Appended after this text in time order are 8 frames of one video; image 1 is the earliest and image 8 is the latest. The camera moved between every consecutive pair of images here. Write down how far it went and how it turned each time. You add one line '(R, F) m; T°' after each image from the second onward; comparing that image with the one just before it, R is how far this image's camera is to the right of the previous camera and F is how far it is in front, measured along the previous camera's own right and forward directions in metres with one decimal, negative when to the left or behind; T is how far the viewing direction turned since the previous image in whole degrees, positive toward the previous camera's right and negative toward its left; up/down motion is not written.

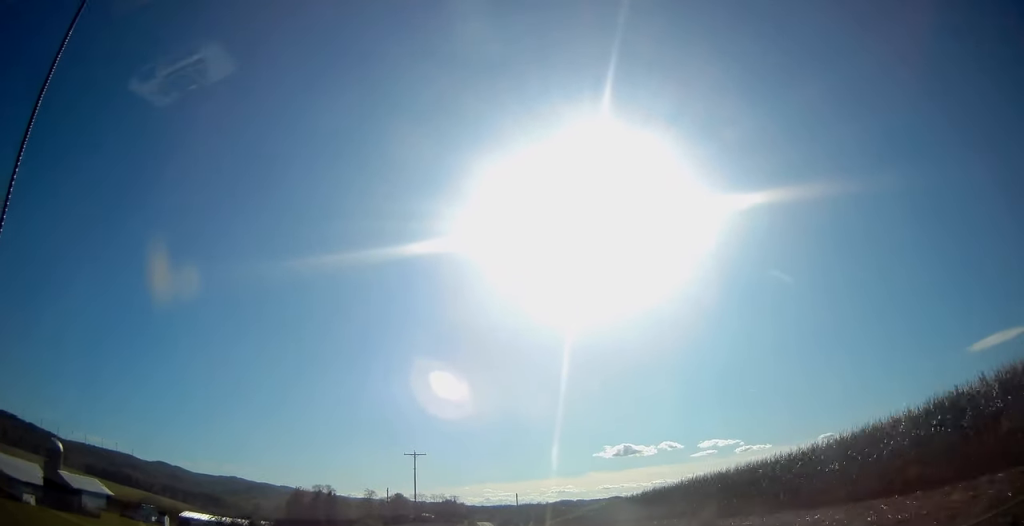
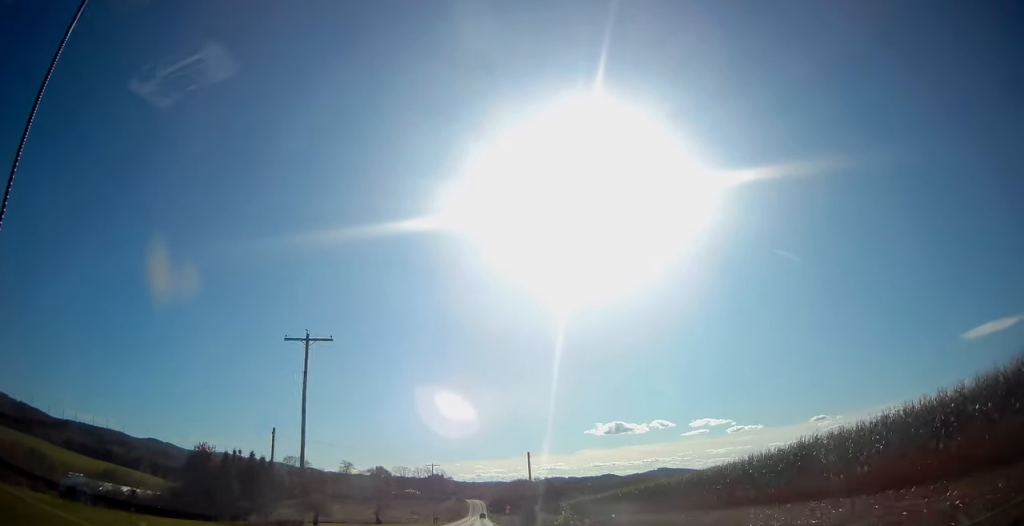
(+0.6, +37.7) m; +1°
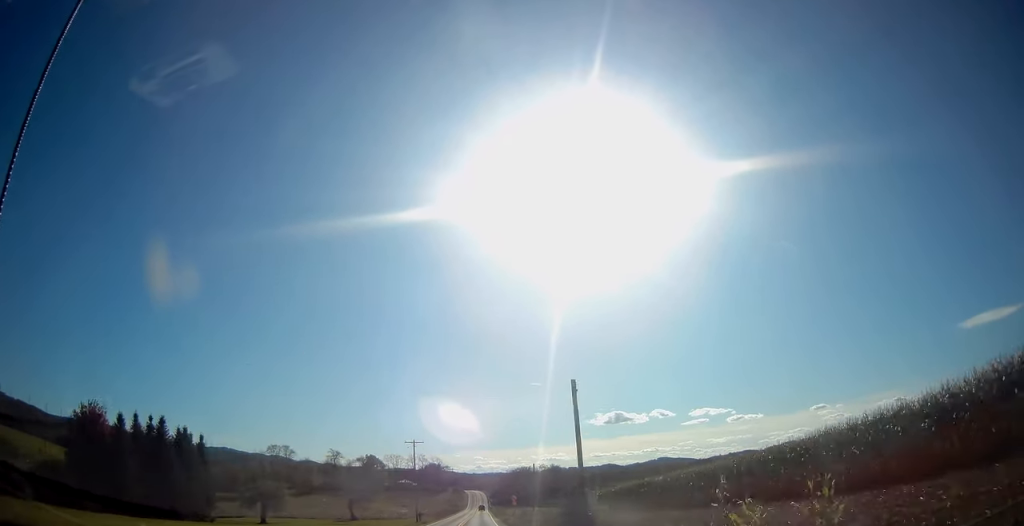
(+0.2, +25.1) m; +1°
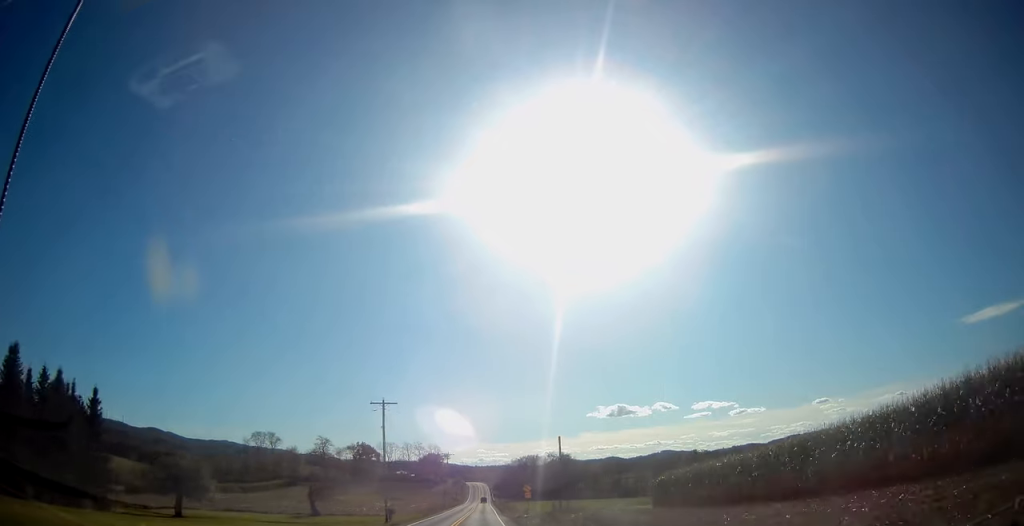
(+0.2, +23.7) m; 0°
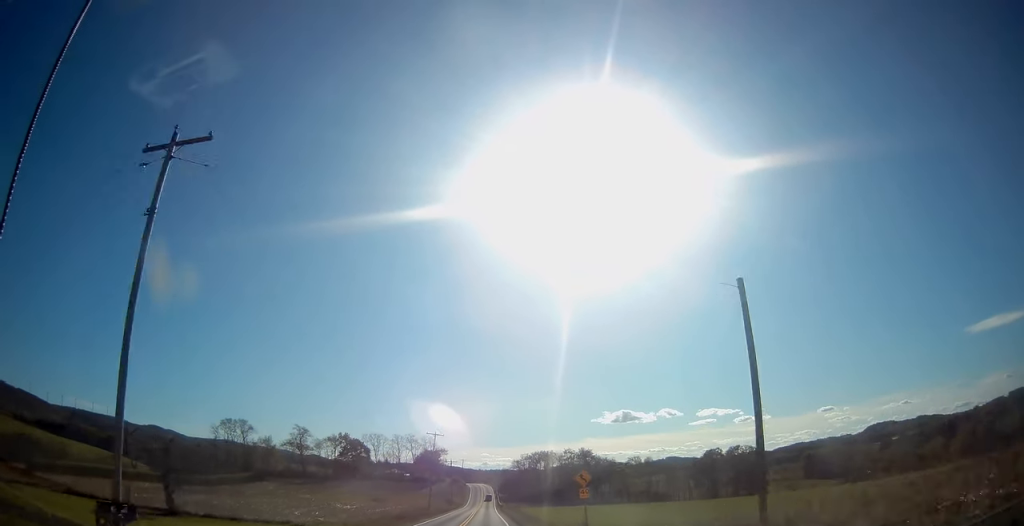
(-0.5, +37.3) m; -1°
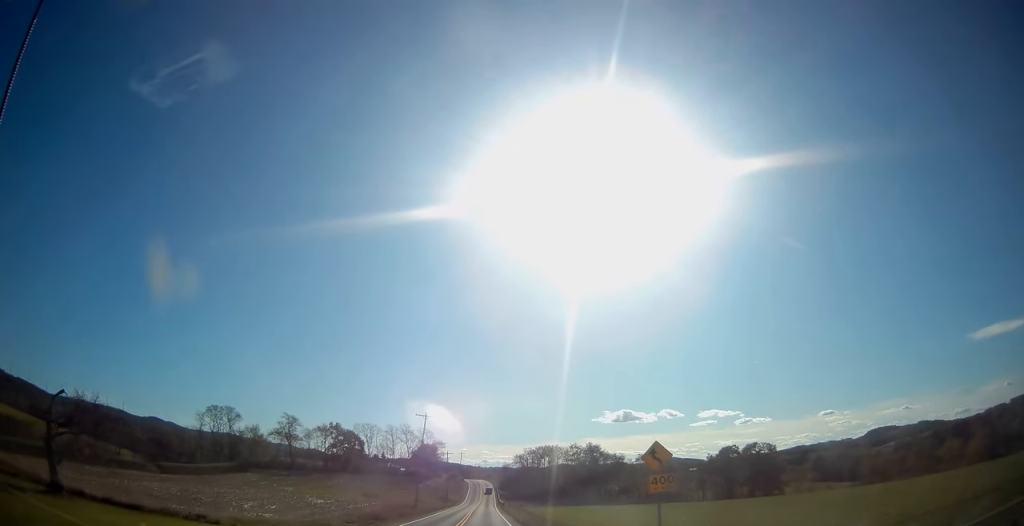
(0.0, +13.4) m; 0°
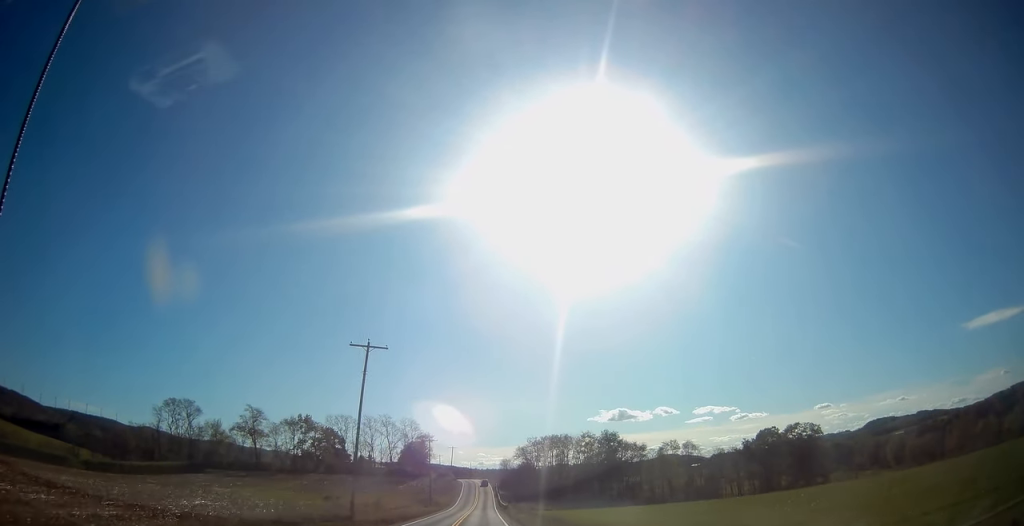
(0.0, +29.5) m; 0°
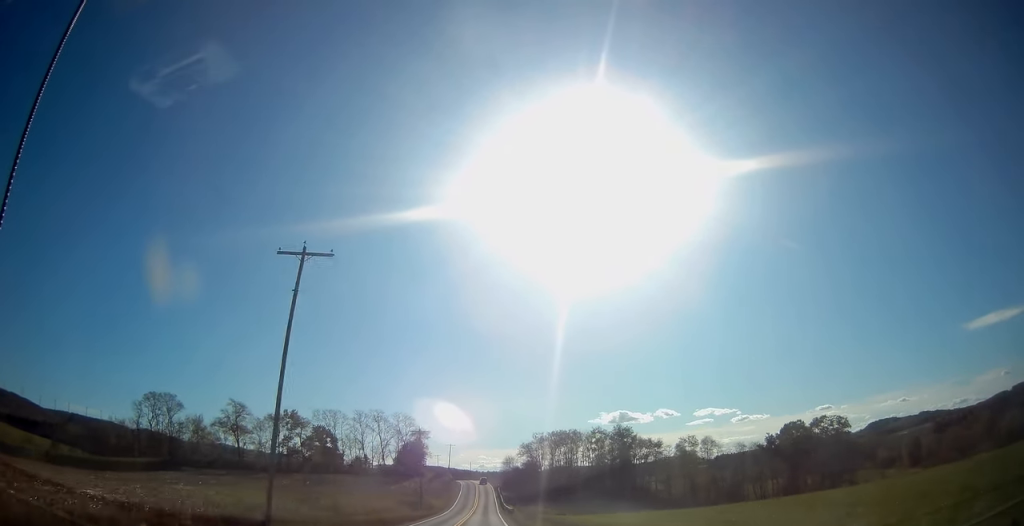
(0.0, +13.6) m; 0°
